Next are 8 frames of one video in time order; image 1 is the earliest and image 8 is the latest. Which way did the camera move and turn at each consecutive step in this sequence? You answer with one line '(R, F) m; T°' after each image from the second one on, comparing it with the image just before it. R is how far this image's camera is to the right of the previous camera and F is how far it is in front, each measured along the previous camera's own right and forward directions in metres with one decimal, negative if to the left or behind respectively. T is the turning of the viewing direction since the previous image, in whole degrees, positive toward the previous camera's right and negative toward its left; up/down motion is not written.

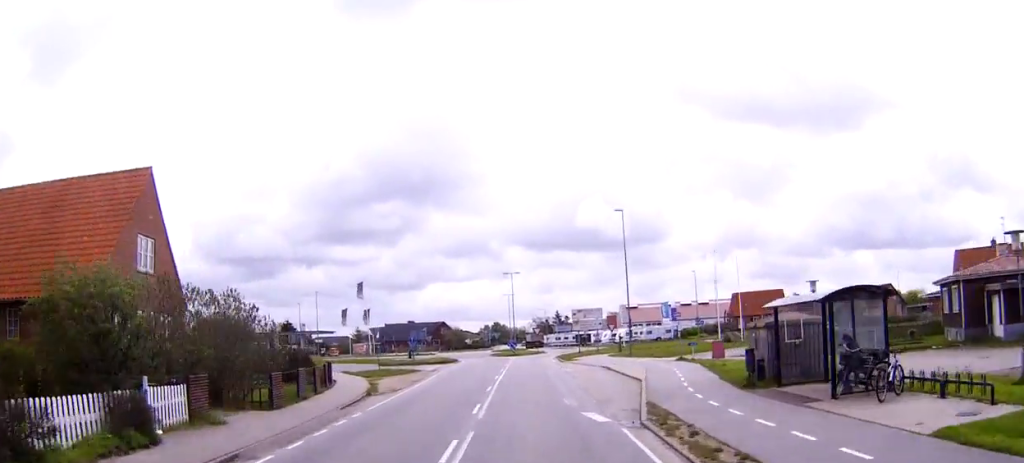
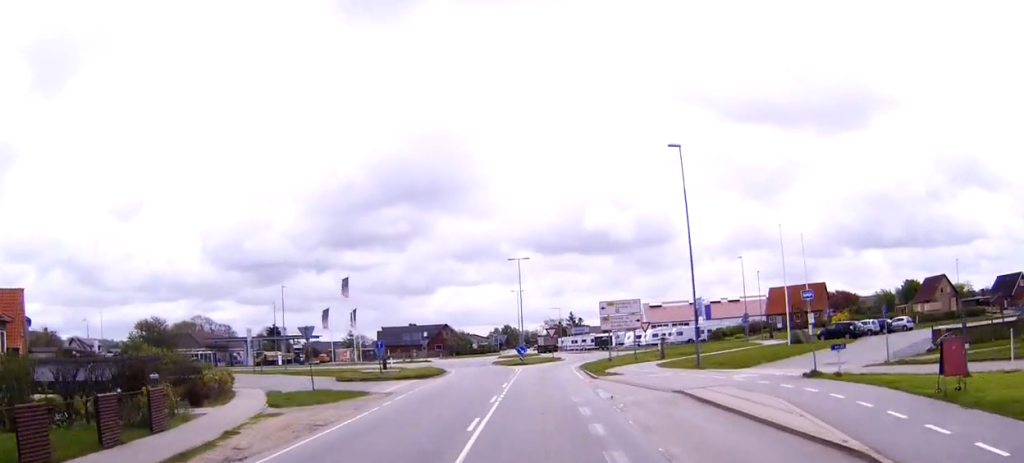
(0.0, +18.4) m; 0°
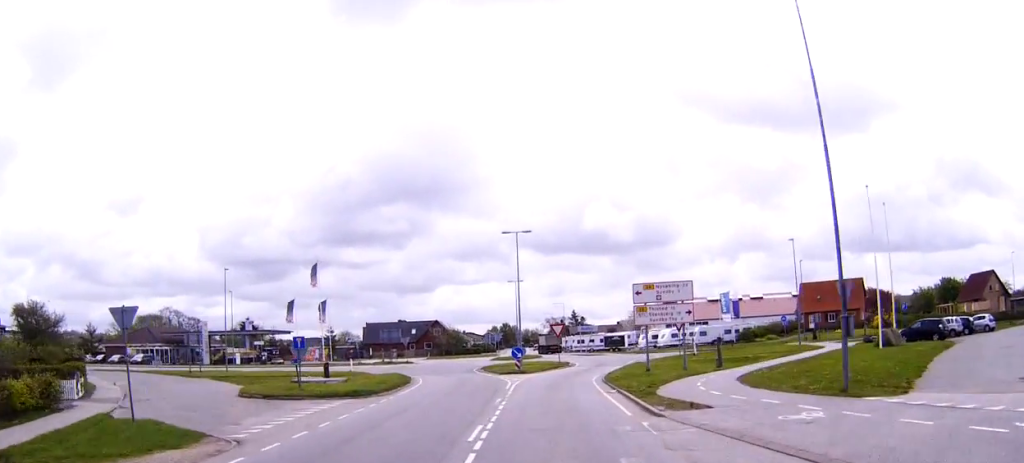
(0.0, +16.9) m; 0°
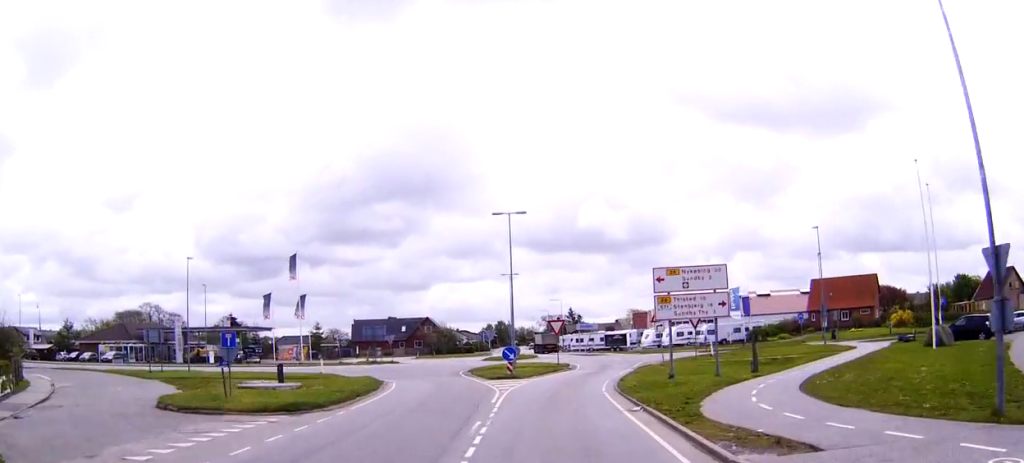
(0.0, +7.2) m; 0°
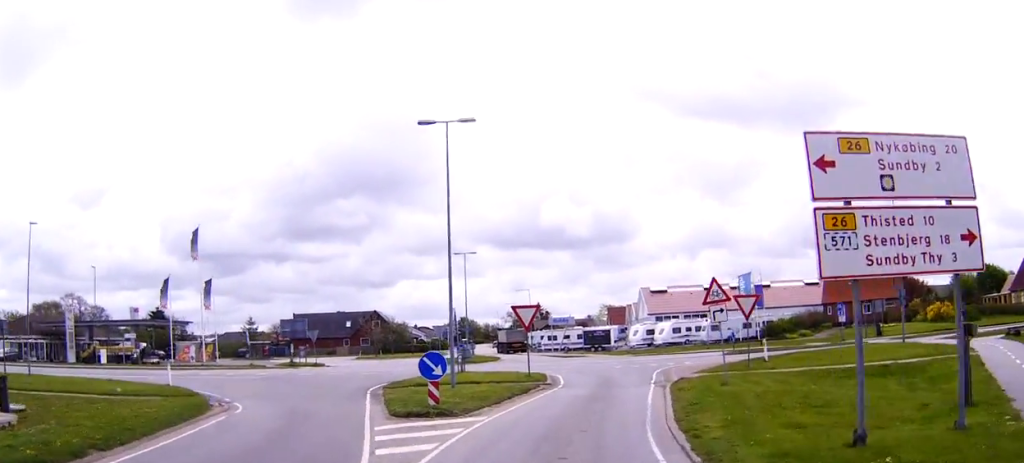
(+0.2, +19.3) m; +2°
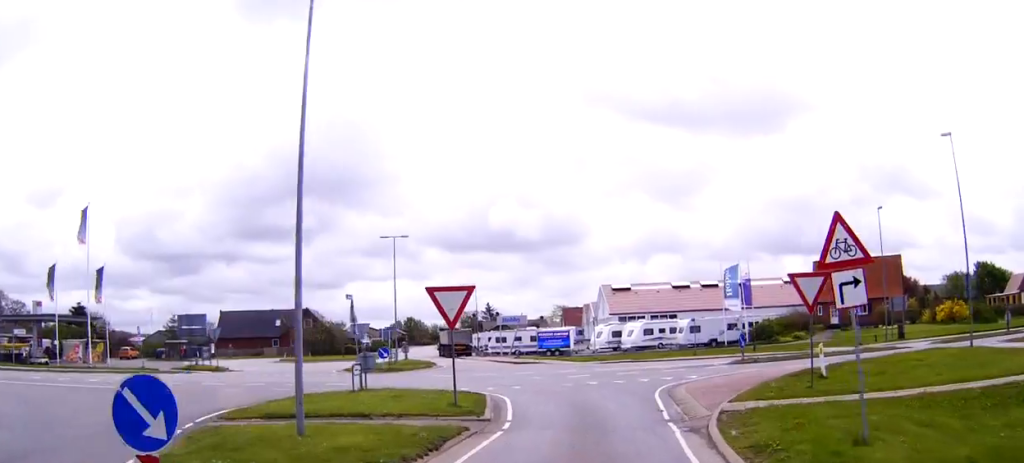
(+0.2, +12.6) m; +3°
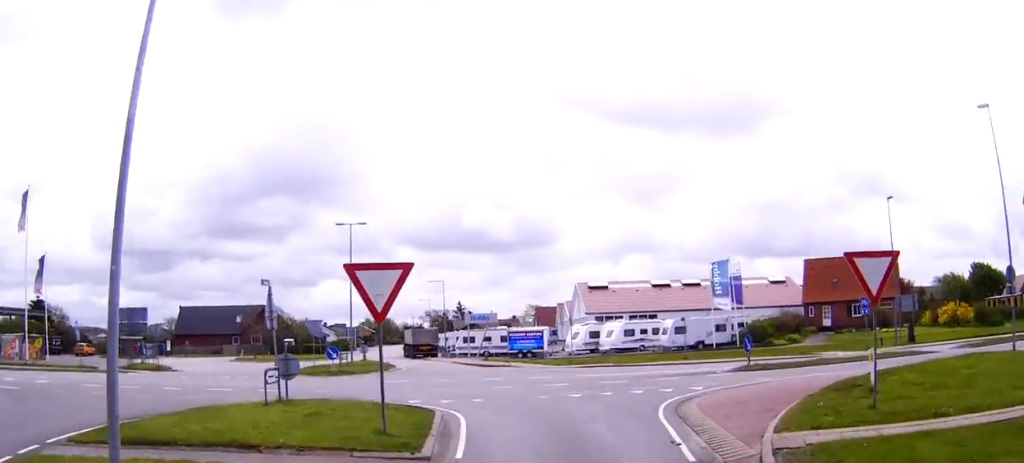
(+0.1, +5.5) m; +2°
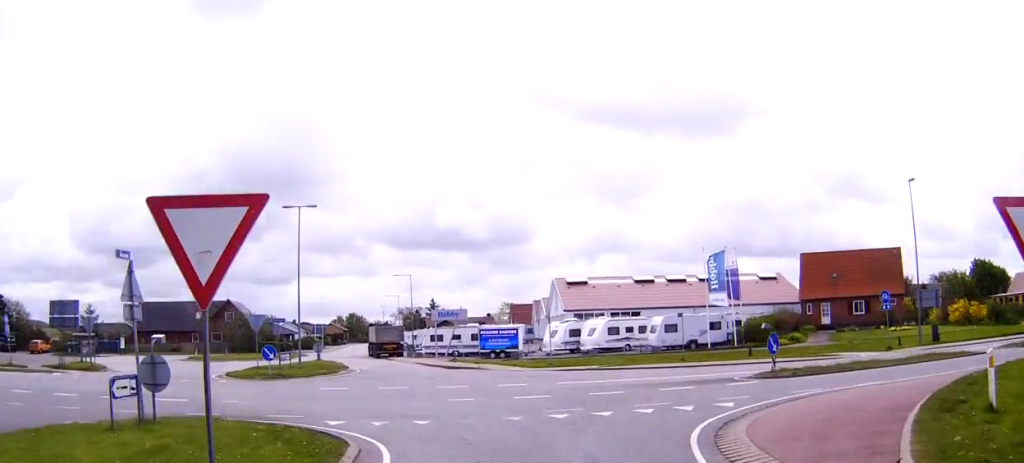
(+0.2, +6.2) m; +2°
